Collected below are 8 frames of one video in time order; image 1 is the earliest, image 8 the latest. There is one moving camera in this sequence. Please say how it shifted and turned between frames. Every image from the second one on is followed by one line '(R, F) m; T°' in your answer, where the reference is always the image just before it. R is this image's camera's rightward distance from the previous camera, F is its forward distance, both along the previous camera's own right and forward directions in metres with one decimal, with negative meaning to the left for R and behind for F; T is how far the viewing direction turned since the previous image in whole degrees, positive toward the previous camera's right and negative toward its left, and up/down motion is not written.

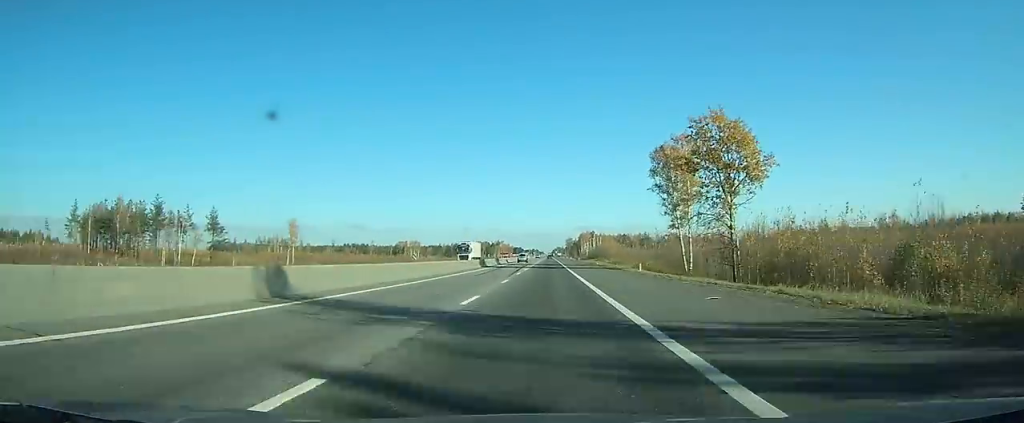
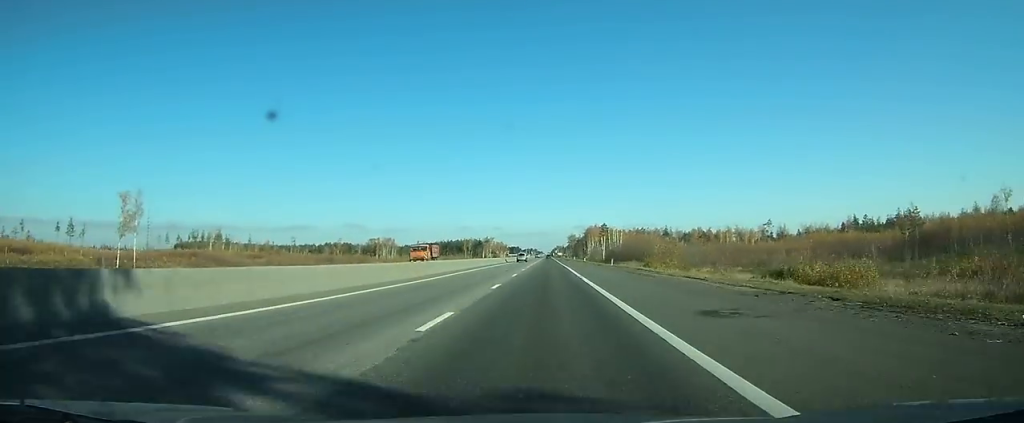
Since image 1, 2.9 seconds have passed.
(+0.1, +77.0) m; 0°
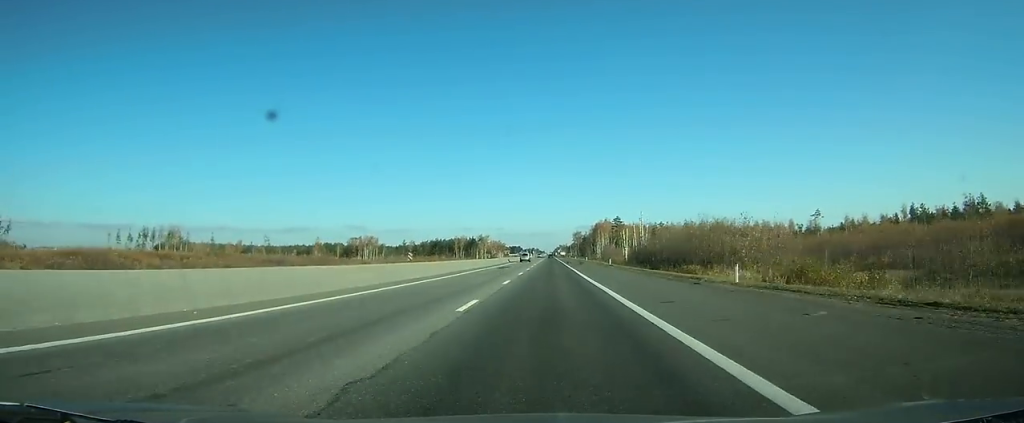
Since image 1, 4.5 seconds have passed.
(-0.1, +43.4) m; 0°
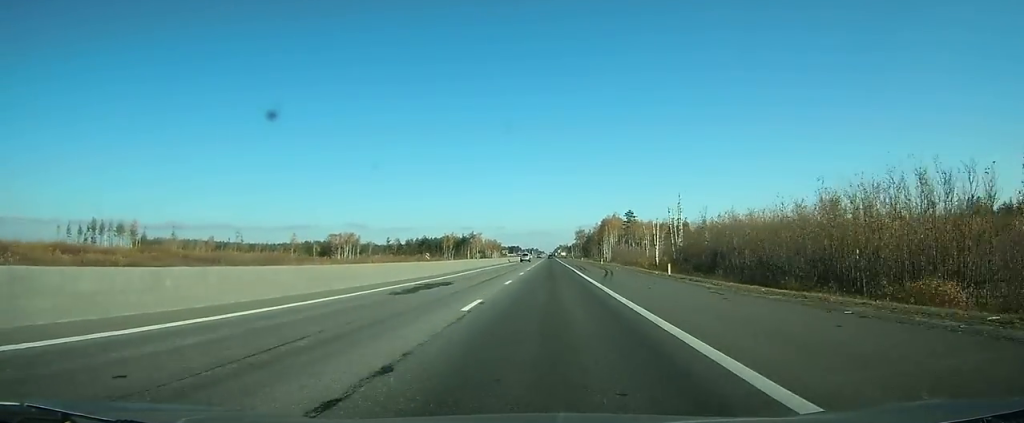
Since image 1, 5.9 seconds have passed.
(0.0, +34.6) m; 0°
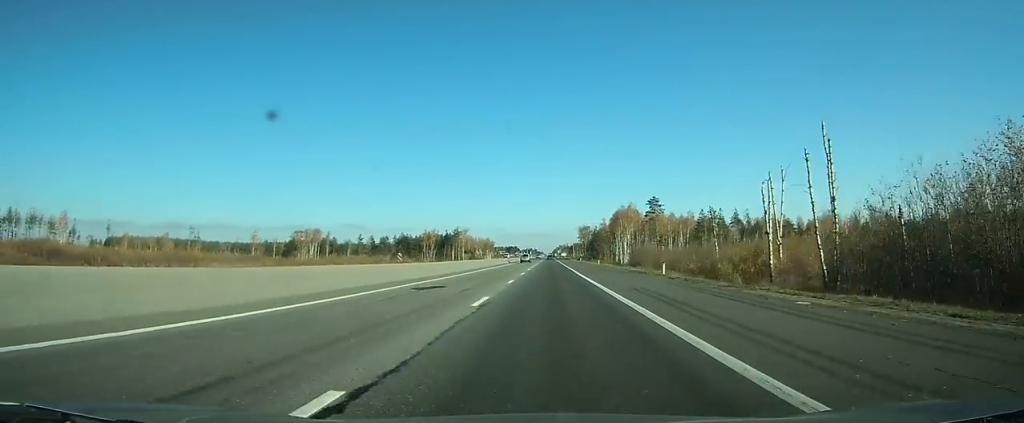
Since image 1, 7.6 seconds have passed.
(0.0, +48.0) m; 0°
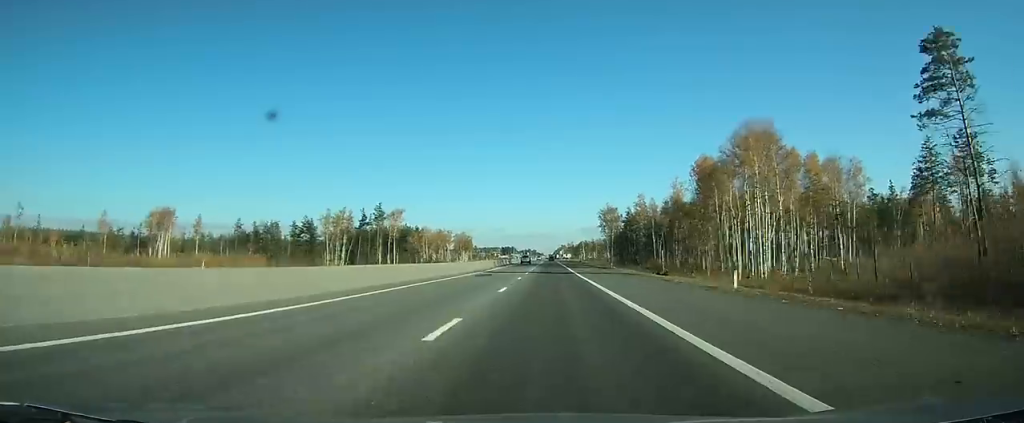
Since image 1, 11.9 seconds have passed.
(+0.5, +116.3) m; 0°
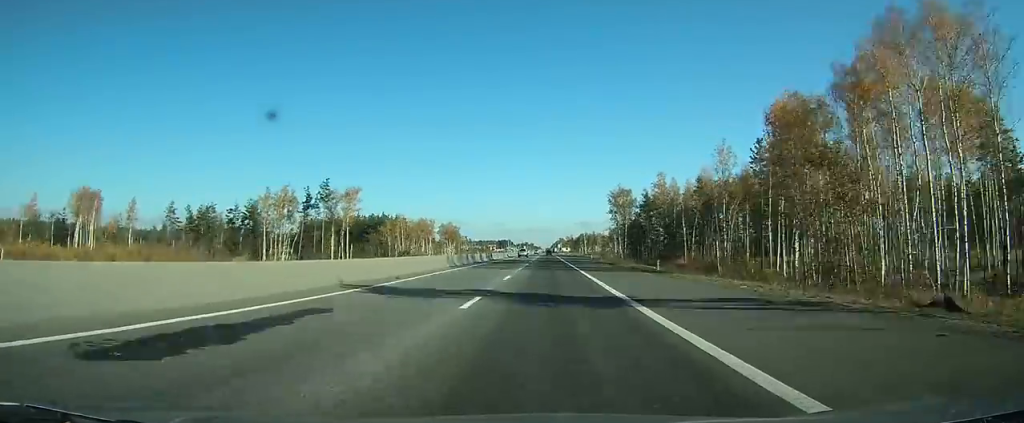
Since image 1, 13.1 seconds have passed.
(+0.1, +30.0) m; 0°
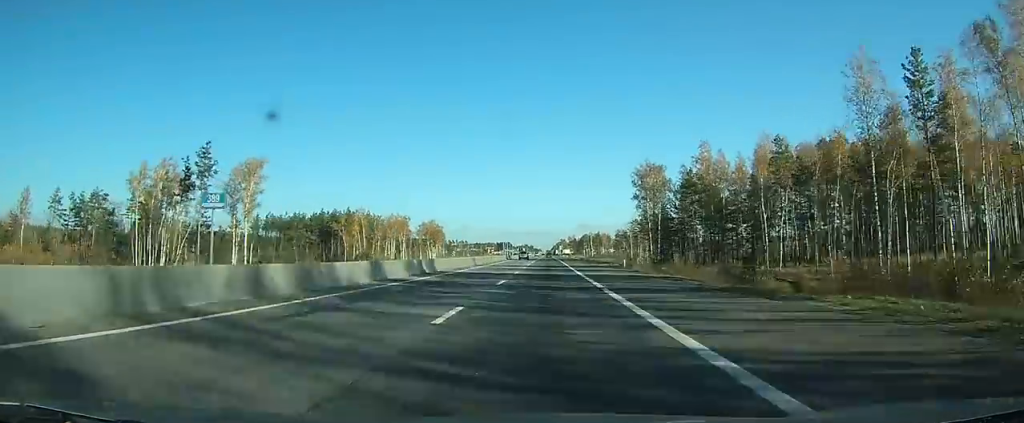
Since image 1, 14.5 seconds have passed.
(0.0, +35.8) m; 0°
